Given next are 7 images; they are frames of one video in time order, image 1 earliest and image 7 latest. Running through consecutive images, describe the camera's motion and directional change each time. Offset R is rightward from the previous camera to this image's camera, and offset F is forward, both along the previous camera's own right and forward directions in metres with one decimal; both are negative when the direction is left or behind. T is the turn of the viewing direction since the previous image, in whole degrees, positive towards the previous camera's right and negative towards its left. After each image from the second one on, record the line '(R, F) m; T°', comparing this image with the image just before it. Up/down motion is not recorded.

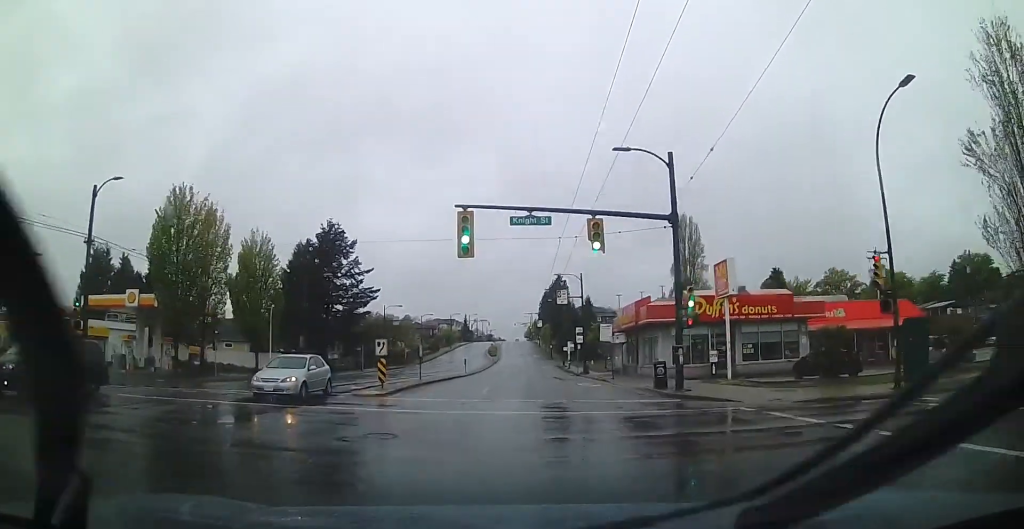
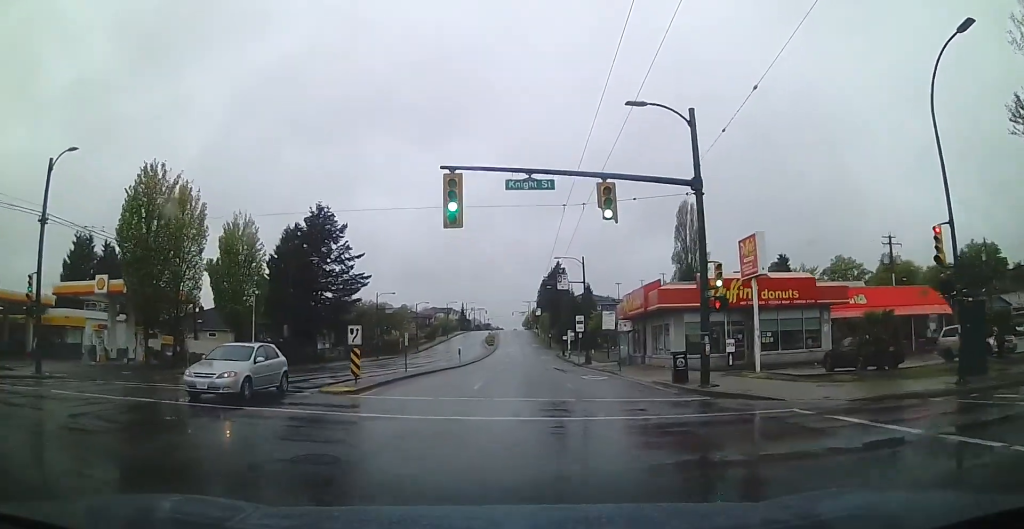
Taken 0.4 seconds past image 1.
(+0.1, +3.2) m; -1°
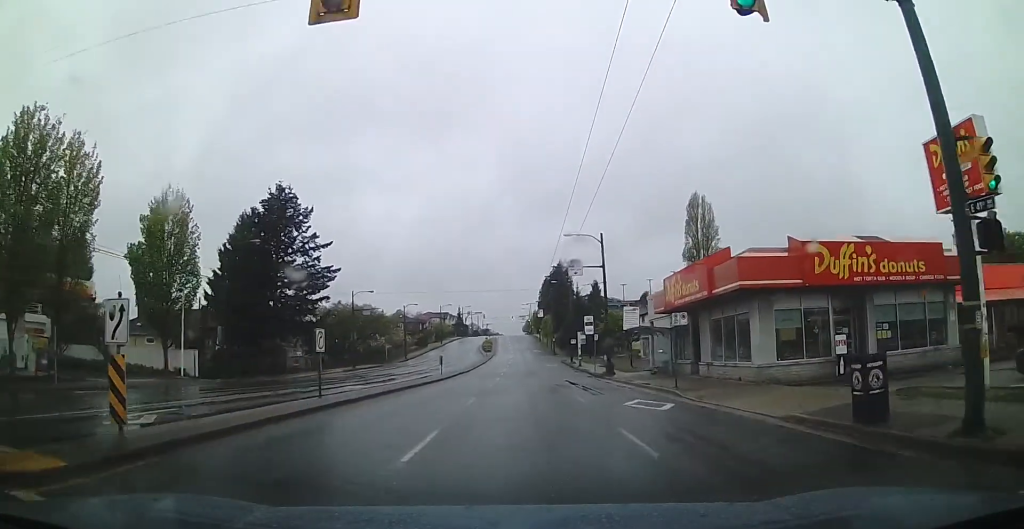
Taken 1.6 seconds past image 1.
(-0.4, +11.8) m; 0°
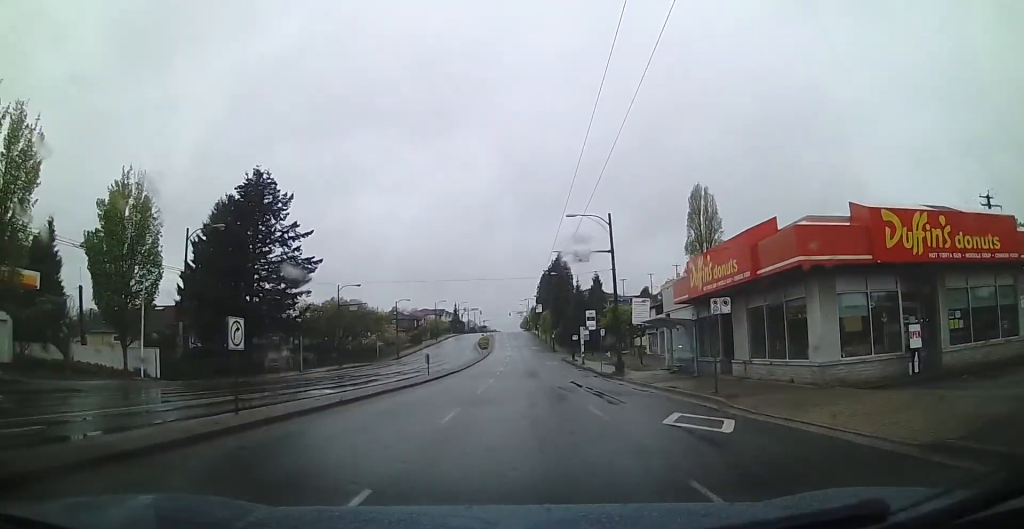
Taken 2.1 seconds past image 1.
(+0.2, +4.8) m; +1°
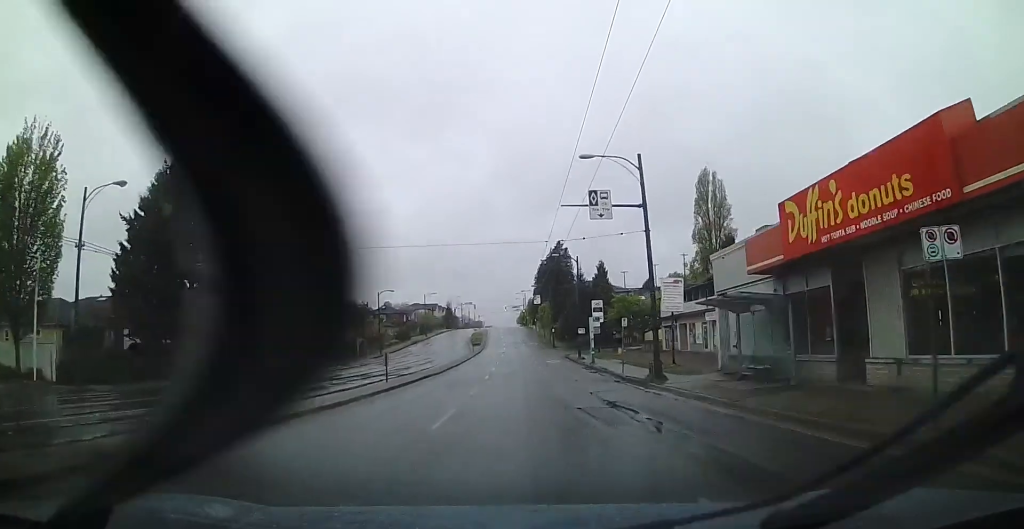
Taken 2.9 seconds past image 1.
(+0.2, +9.7) m; +2°
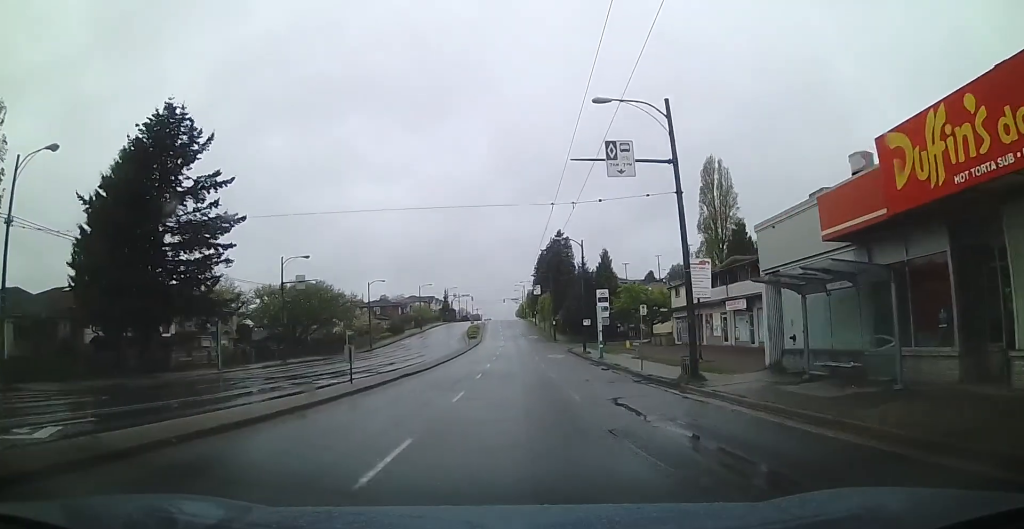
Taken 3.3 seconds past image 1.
(-0.1, +4.9) m; +1°
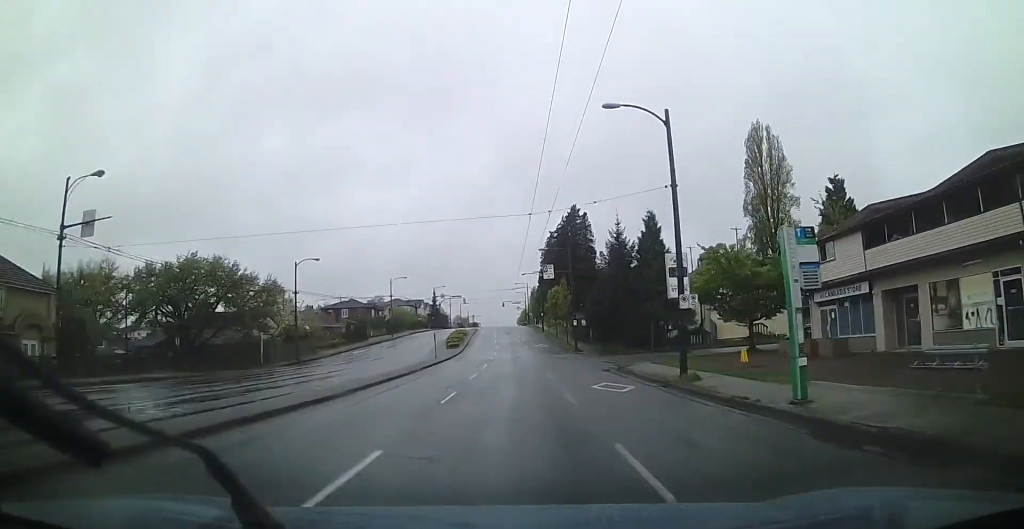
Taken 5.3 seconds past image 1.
(+0.1, +27.1) m; -2°
